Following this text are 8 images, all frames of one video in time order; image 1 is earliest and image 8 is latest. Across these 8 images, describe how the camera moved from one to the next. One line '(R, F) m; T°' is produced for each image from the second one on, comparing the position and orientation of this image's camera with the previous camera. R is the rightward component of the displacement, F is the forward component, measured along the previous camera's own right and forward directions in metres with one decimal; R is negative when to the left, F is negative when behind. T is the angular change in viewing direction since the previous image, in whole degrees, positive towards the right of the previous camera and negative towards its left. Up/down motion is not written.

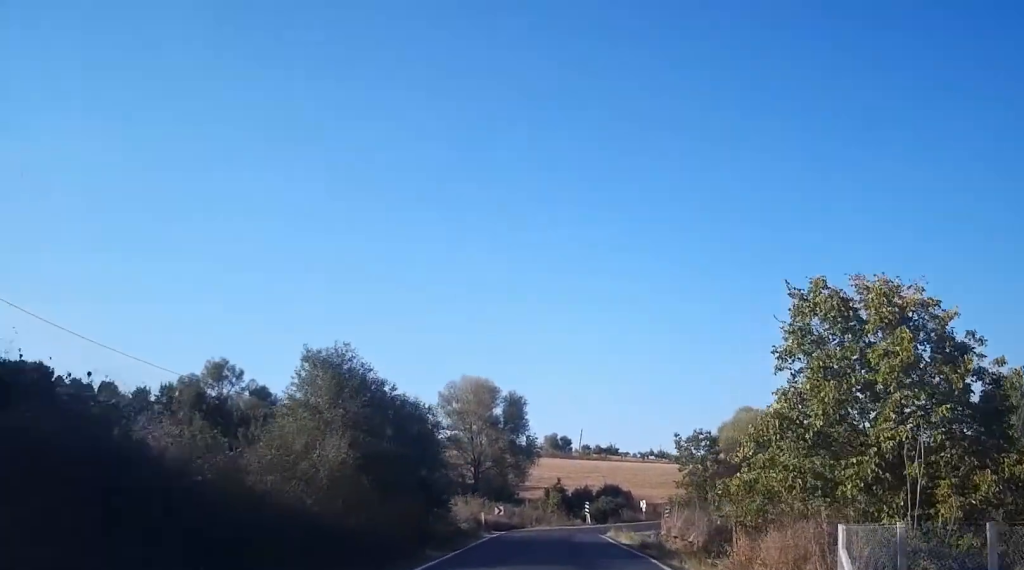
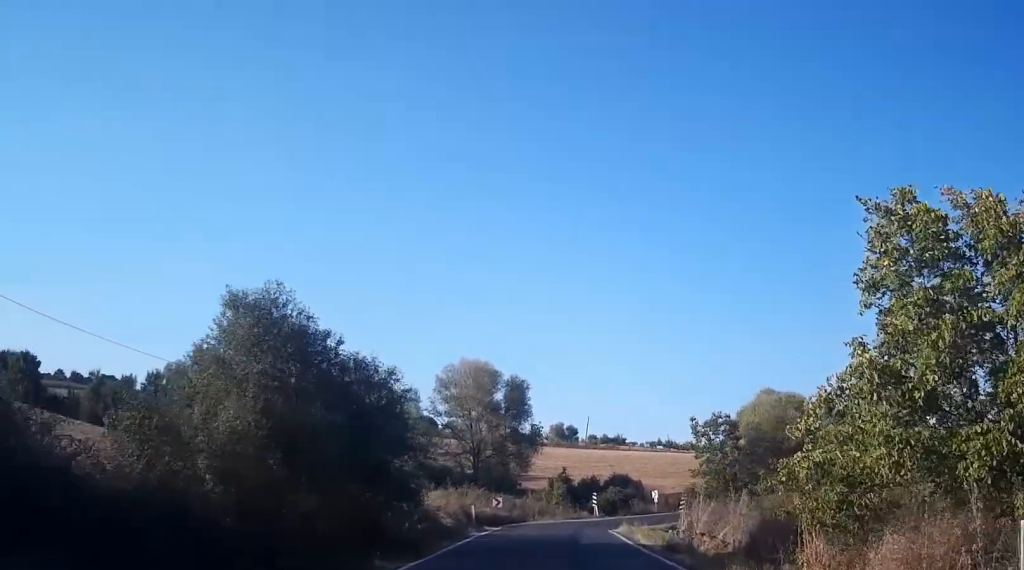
(-0.1, +3.7) m; +3°
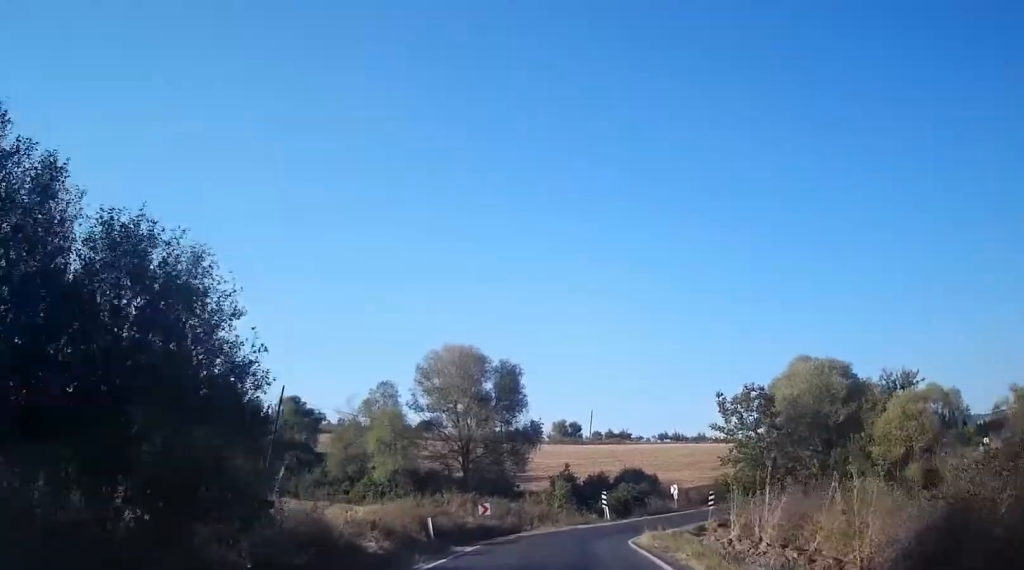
(+1.2, +7.3) m; +5°
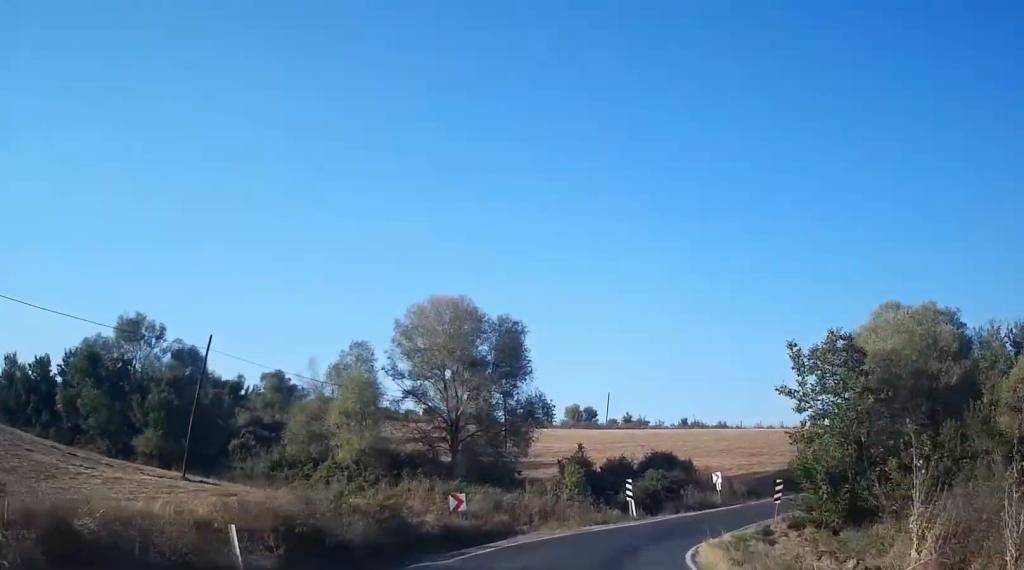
(-0.4, +10.5) m; +4°
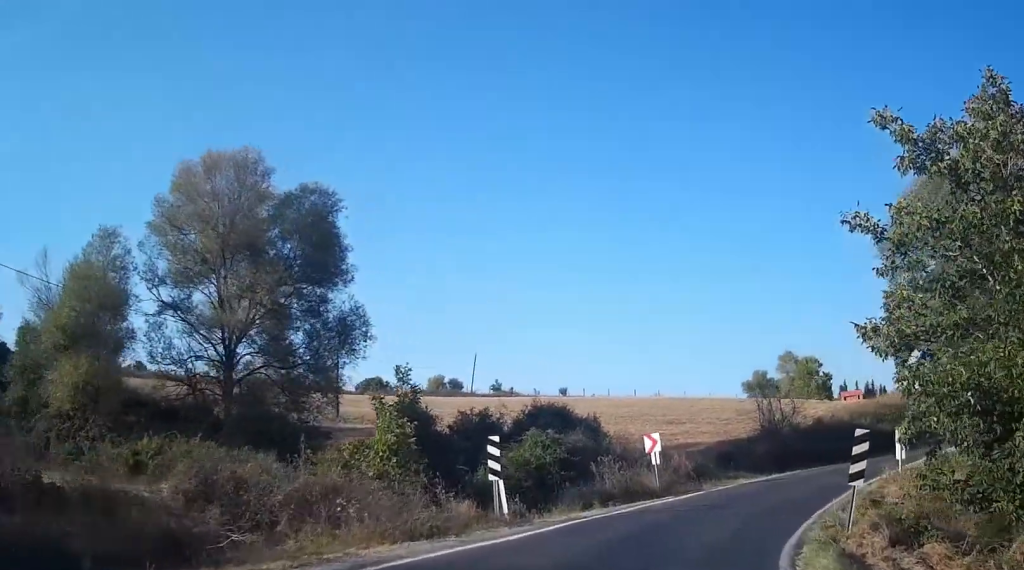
(+2.8, +18.1) m; +12°
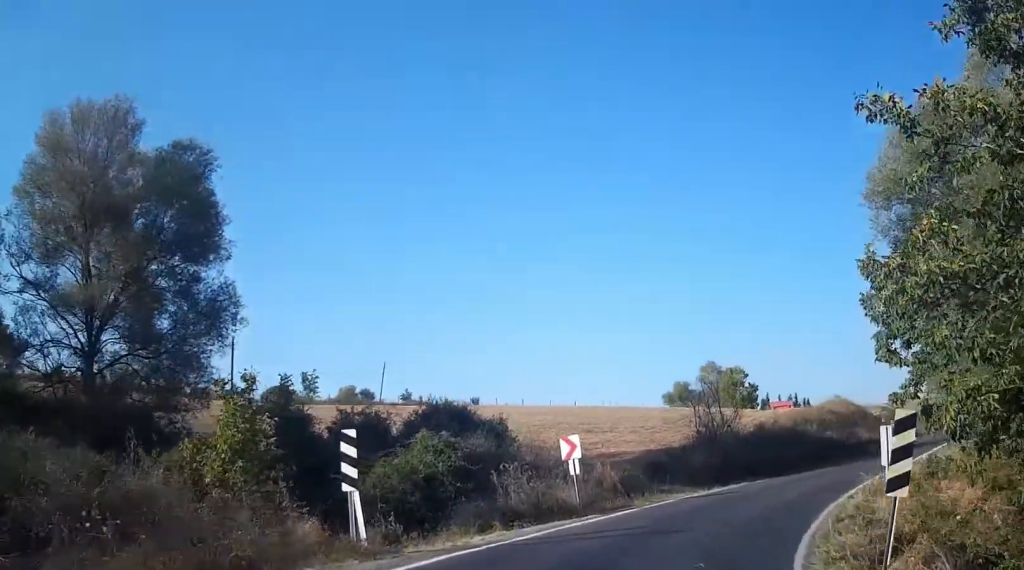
(+0.1, +4.7) m; +2°
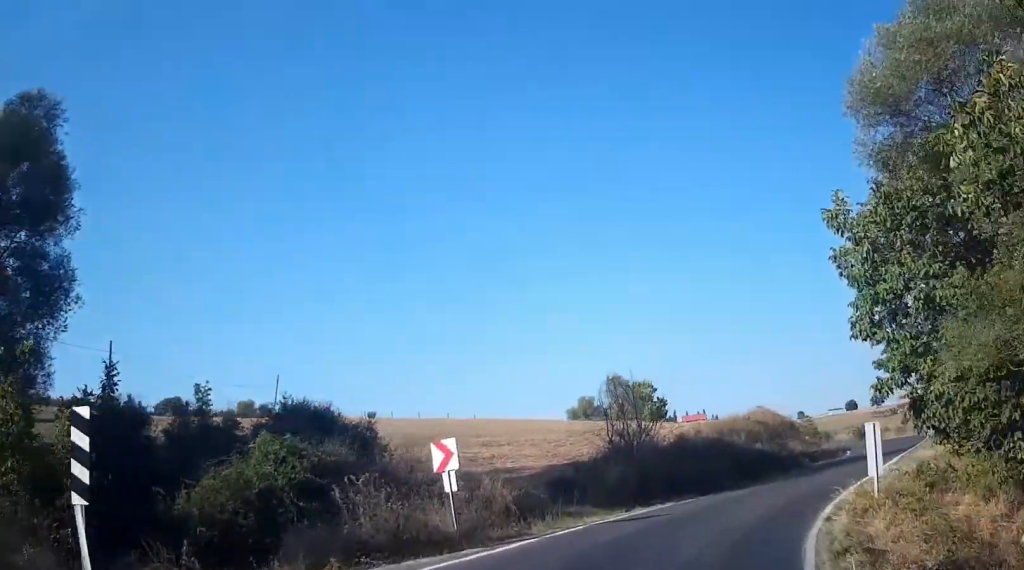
(0.0, +4.9) m; +4°
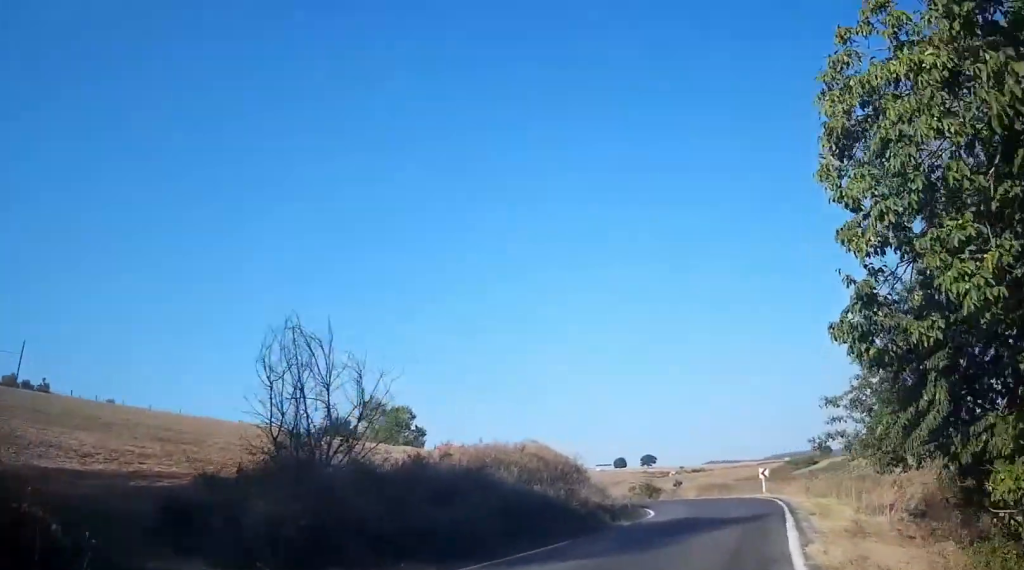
(+1.1, +12.3) m; +8°
